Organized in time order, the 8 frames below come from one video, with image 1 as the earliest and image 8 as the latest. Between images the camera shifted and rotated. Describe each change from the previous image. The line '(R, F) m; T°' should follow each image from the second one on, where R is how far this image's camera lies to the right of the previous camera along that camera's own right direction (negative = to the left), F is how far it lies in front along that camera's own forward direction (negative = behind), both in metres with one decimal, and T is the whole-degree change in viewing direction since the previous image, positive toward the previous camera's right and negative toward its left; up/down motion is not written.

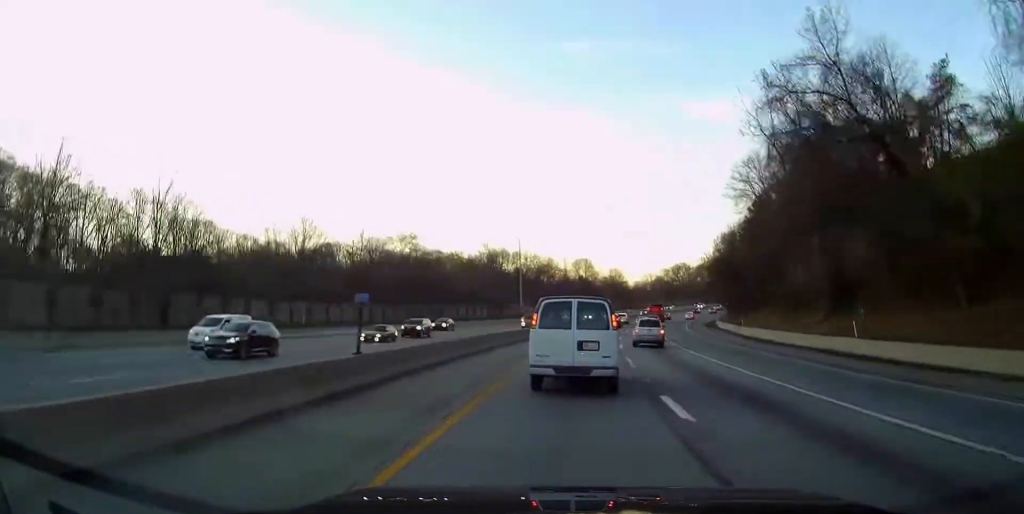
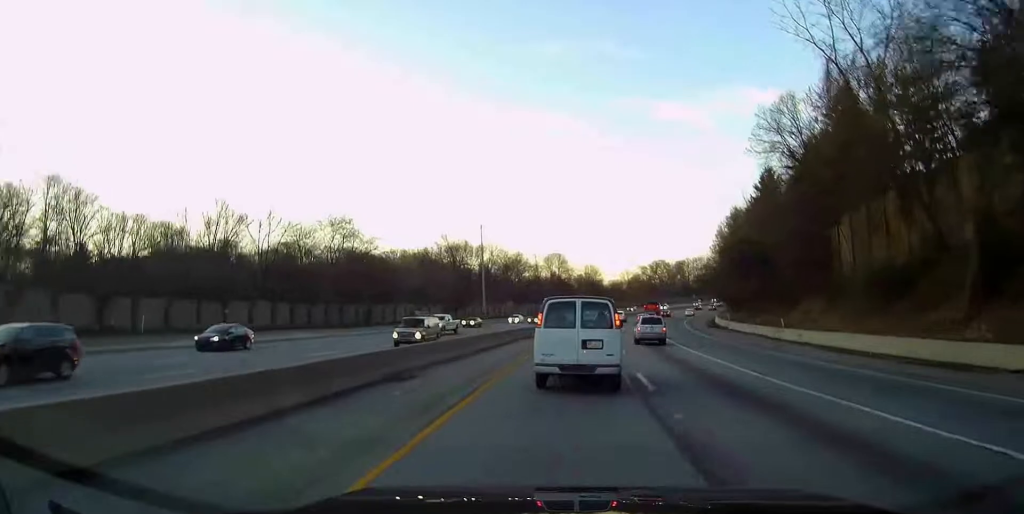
(+0.3, +20.0) m; +2°
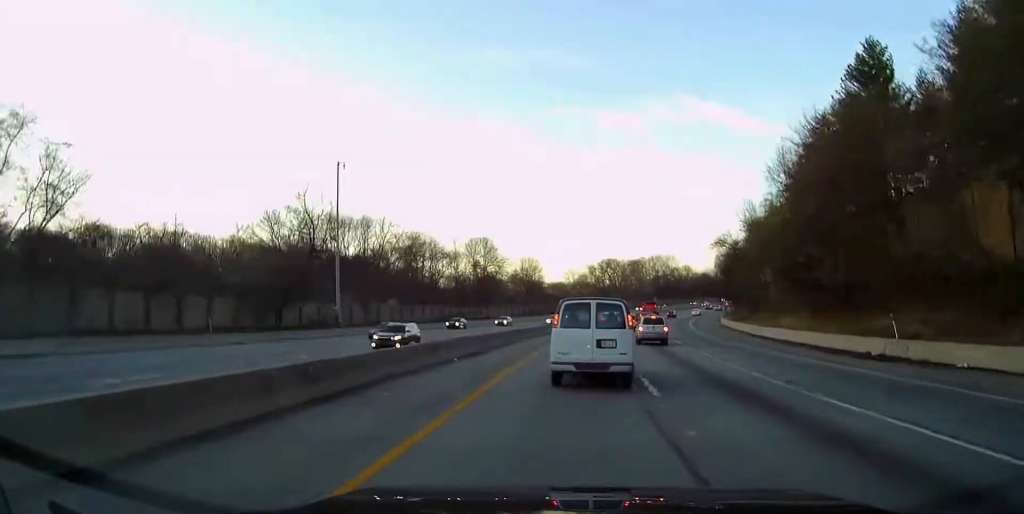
(+2.3, +49.9) m; +7°
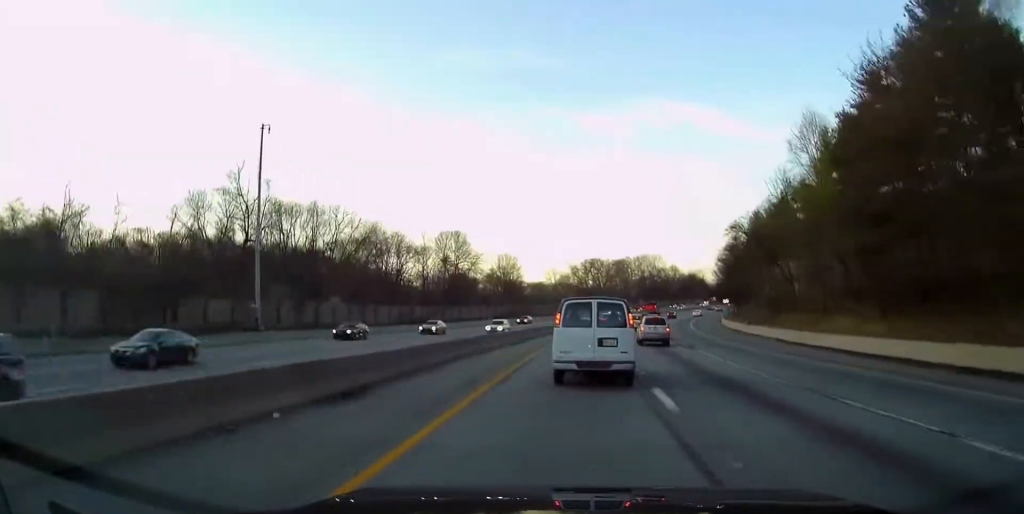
(+0.5, +14.1) m; +3°
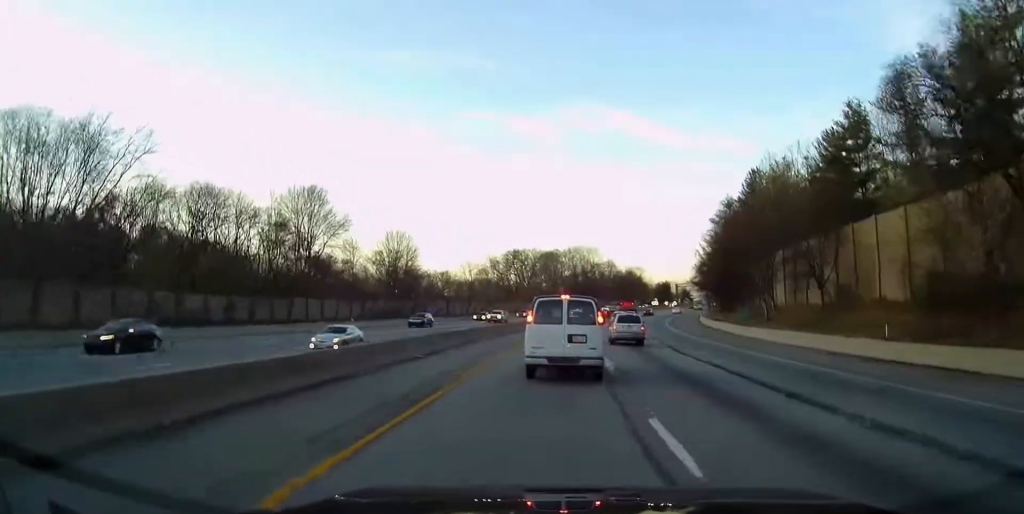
(+2.5, +41.1) m; +6°
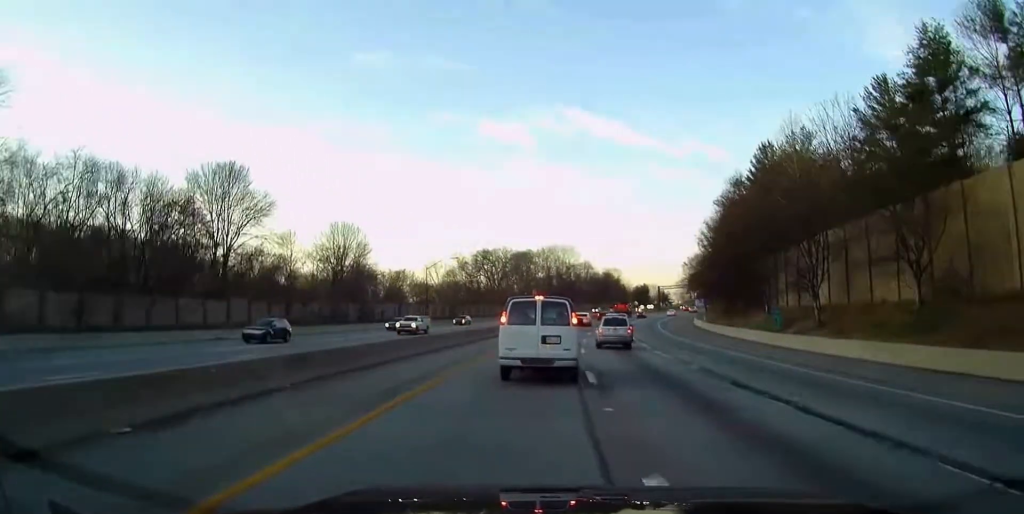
(+0.3, +15.7) m; +2°
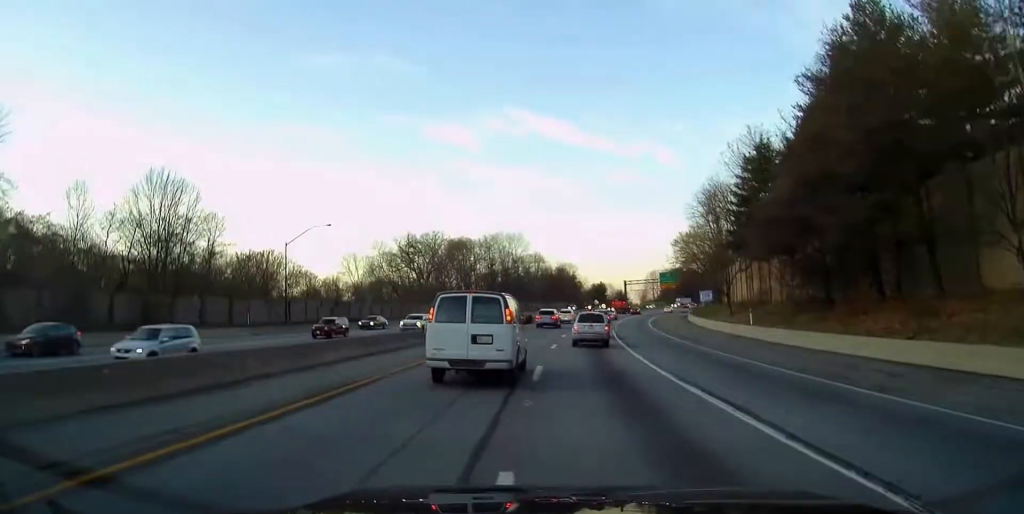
(+1.1, +36.8) m; +5°
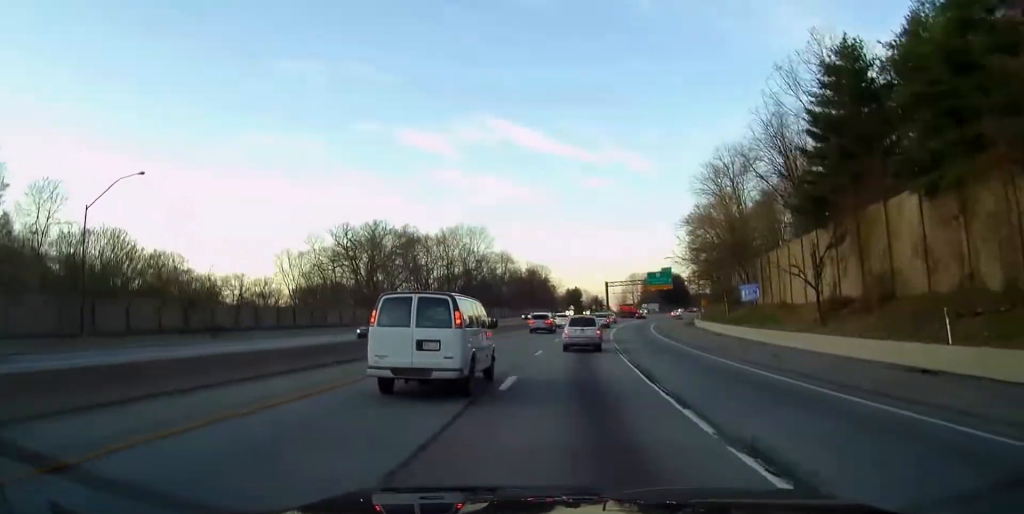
(+1.0, +26.8) m; +5°
